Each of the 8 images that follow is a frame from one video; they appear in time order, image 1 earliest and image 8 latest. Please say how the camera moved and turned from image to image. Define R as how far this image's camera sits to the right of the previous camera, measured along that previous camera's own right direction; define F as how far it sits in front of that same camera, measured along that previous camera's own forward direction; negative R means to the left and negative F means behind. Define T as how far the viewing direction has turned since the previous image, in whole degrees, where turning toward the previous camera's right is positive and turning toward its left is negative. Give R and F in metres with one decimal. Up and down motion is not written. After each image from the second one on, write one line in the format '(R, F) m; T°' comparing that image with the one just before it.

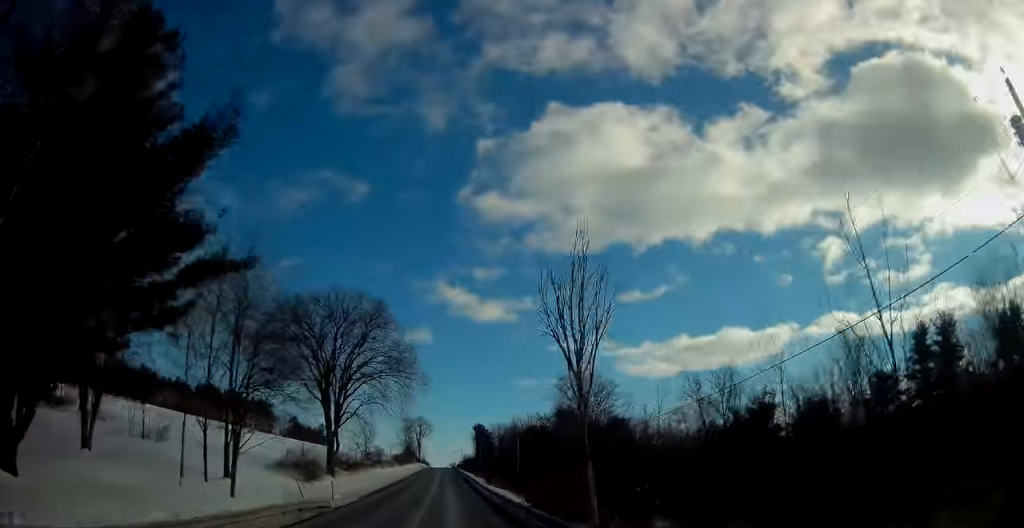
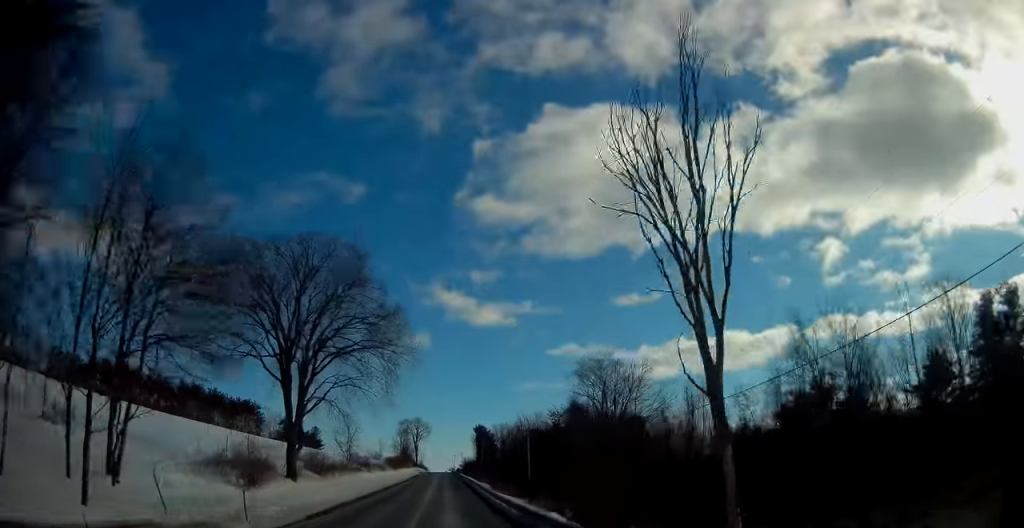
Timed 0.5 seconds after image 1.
(0.0, +12.7) m; 0°
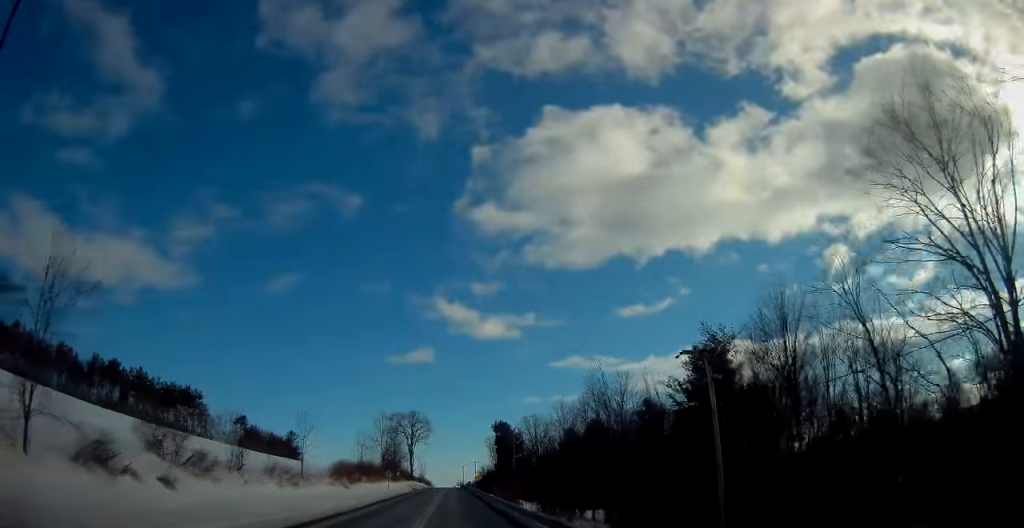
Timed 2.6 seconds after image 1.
(-0.5, +53.6) m; -1°
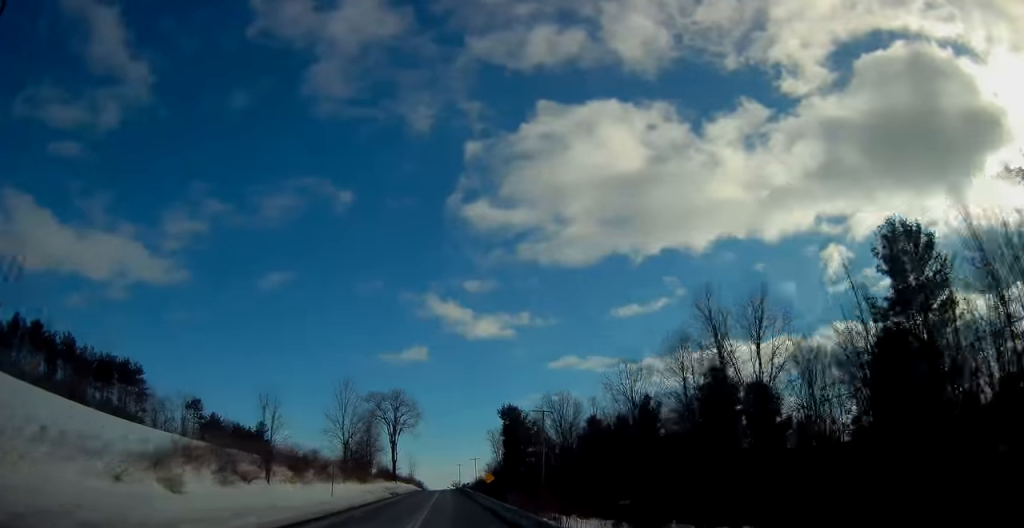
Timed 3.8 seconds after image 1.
(+0.1, +30.1) m; +1°
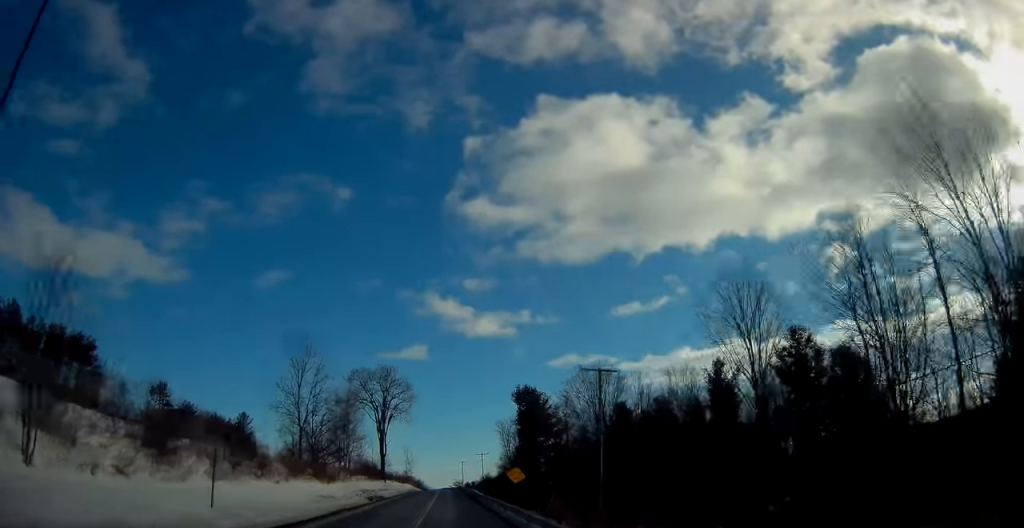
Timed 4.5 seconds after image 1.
(0.0, +19.8) m; 0°
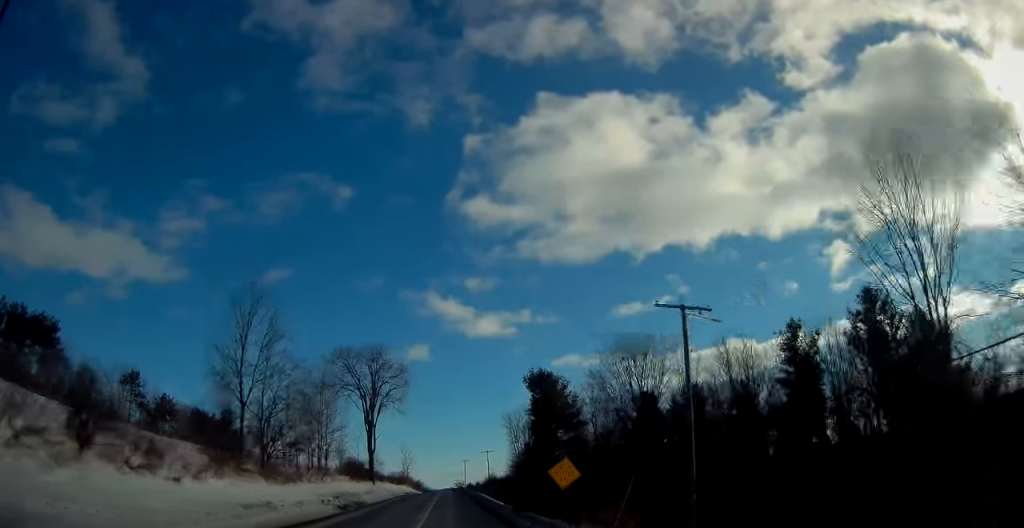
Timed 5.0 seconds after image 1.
(0.0, +12.9) m; 0°
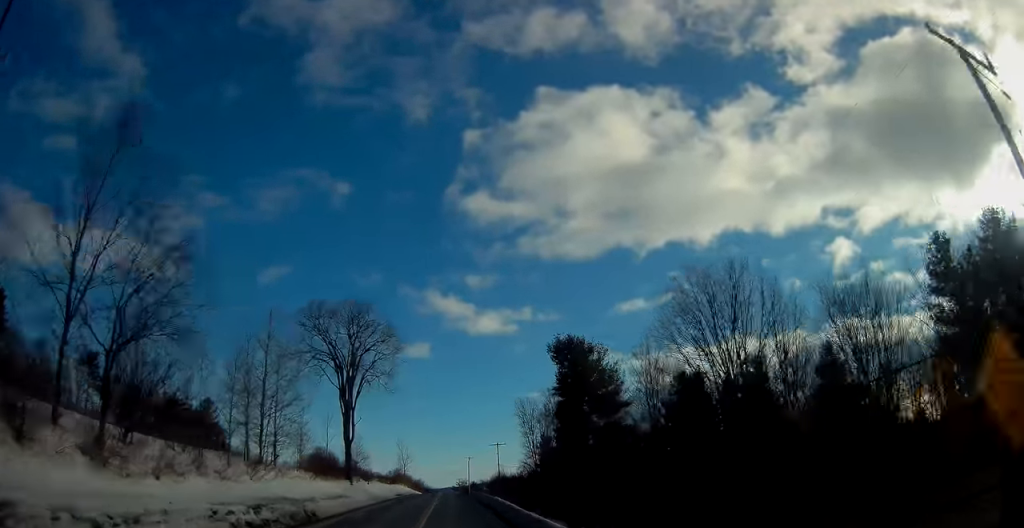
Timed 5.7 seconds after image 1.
(-0.2, +16.4) m; -1°
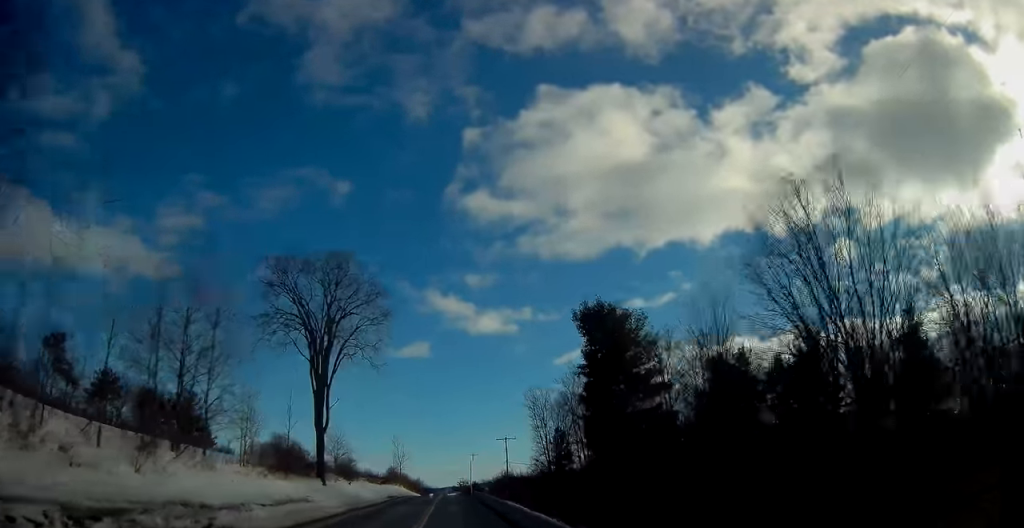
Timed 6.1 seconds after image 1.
(0.0, +11.2) m; 0°
